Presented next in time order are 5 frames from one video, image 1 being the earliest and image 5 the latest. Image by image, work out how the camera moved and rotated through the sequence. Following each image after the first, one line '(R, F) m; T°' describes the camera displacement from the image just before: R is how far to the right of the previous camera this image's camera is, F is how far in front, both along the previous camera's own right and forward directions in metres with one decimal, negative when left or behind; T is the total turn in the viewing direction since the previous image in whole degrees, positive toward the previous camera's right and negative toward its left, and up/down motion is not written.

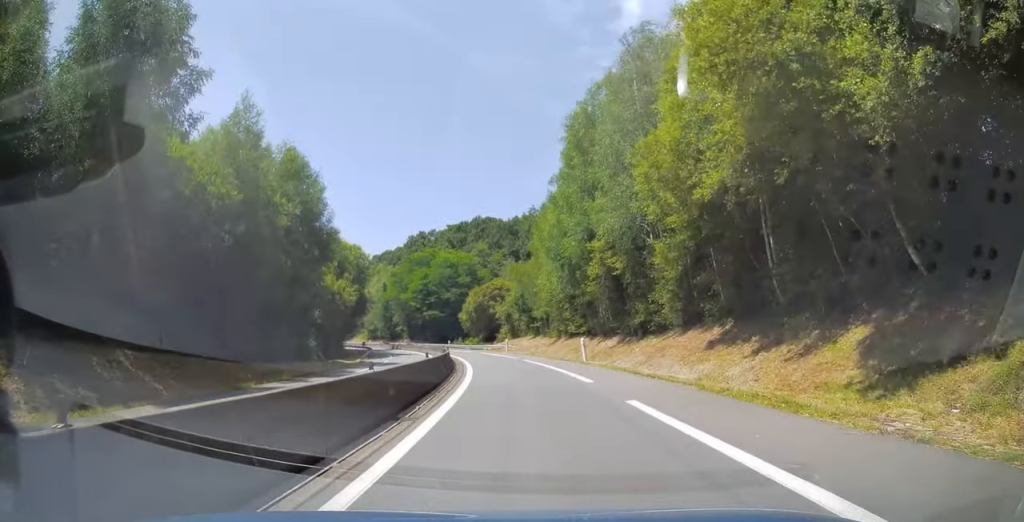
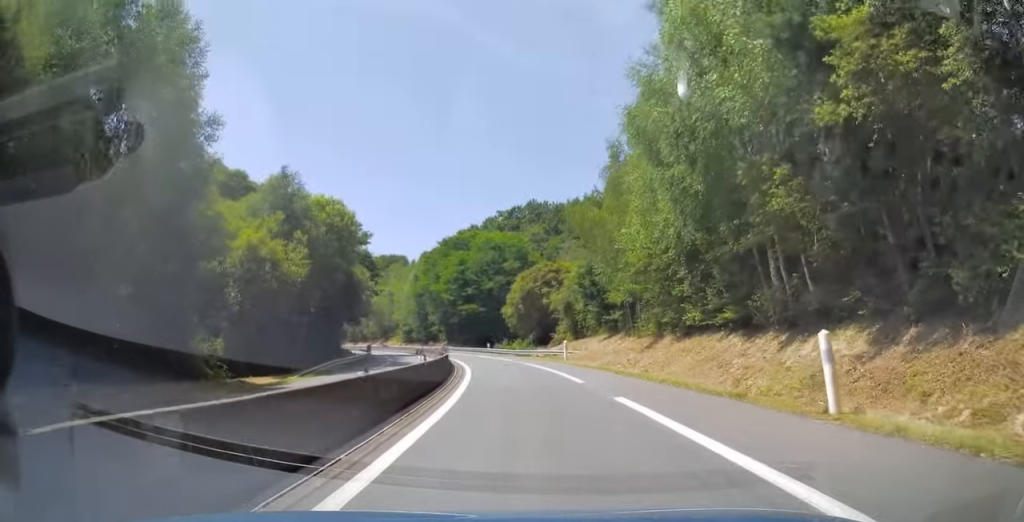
(-1.0, +24.7) m; -5°
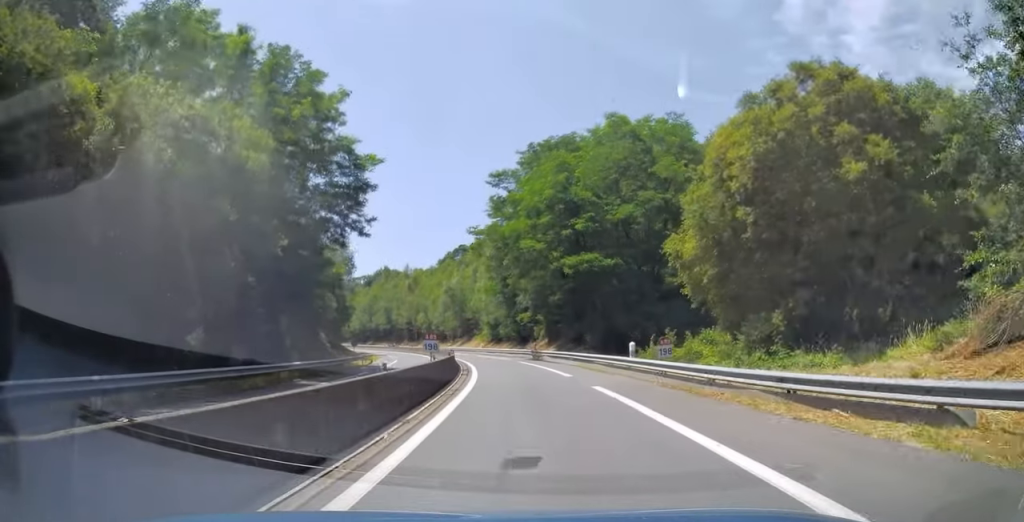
(-5.1, +48.1) m; -13°
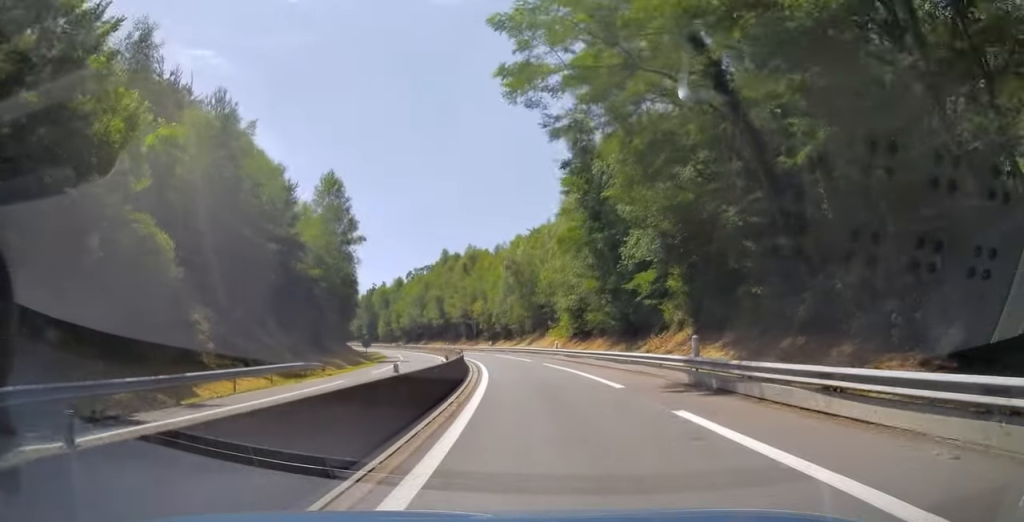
(-2.9, +34.8) m; -8°
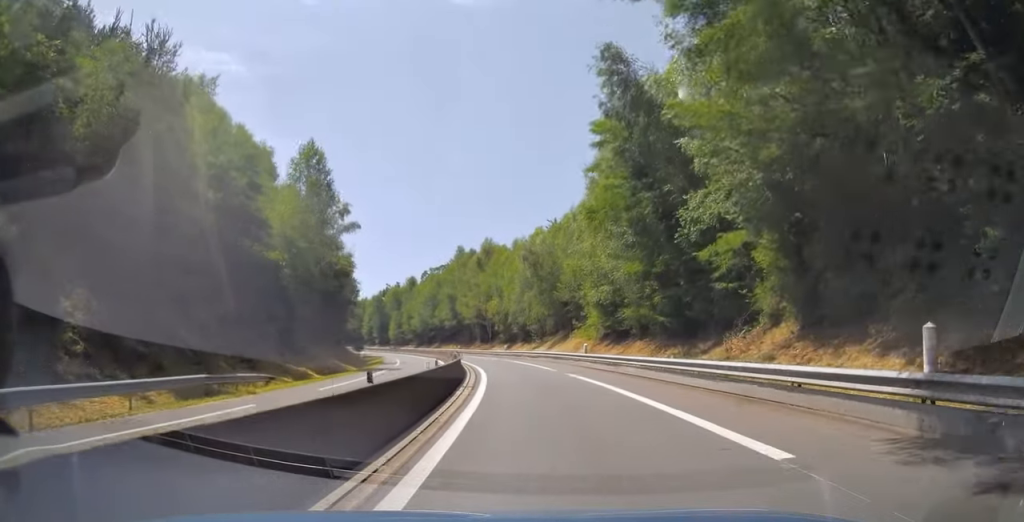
(0.0, +10.7) m; -2°
